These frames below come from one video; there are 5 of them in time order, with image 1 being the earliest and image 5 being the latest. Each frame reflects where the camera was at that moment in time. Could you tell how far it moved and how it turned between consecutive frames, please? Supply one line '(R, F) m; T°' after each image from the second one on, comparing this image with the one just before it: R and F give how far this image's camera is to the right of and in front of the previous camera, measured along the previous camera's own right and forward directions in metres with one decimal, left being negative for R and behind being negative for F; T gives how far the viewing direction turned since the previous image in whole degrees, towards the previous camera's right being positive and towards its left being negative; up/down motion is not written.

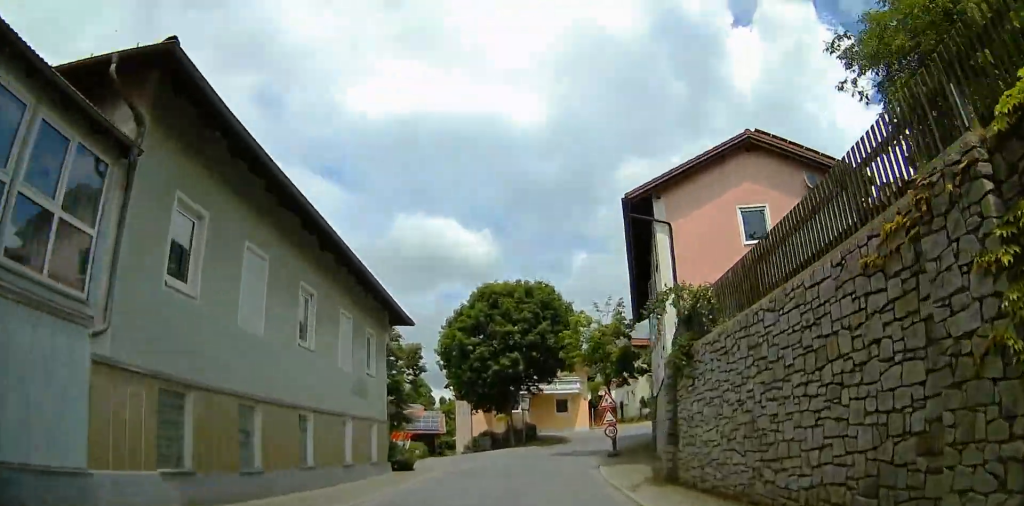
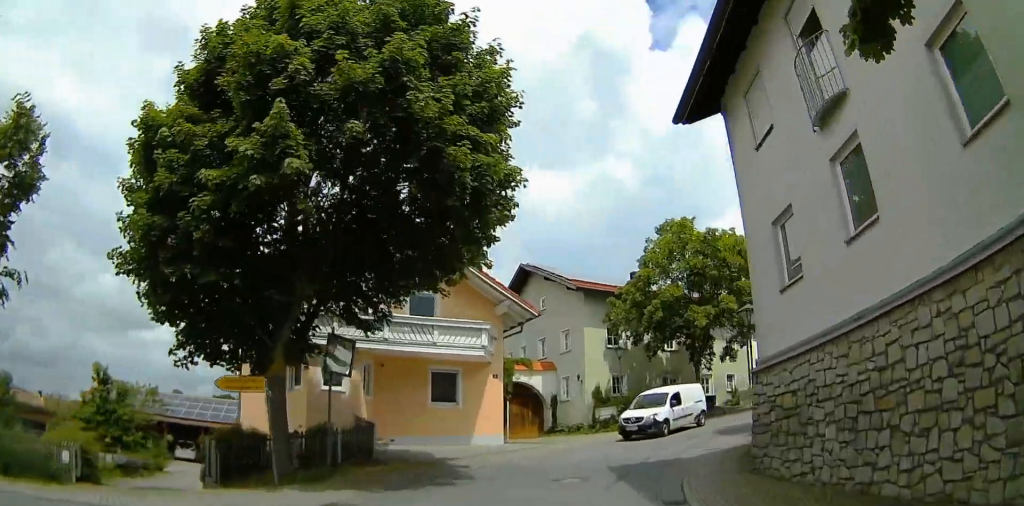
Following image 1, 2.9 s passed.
(+0.8, +29.6) m; +4°
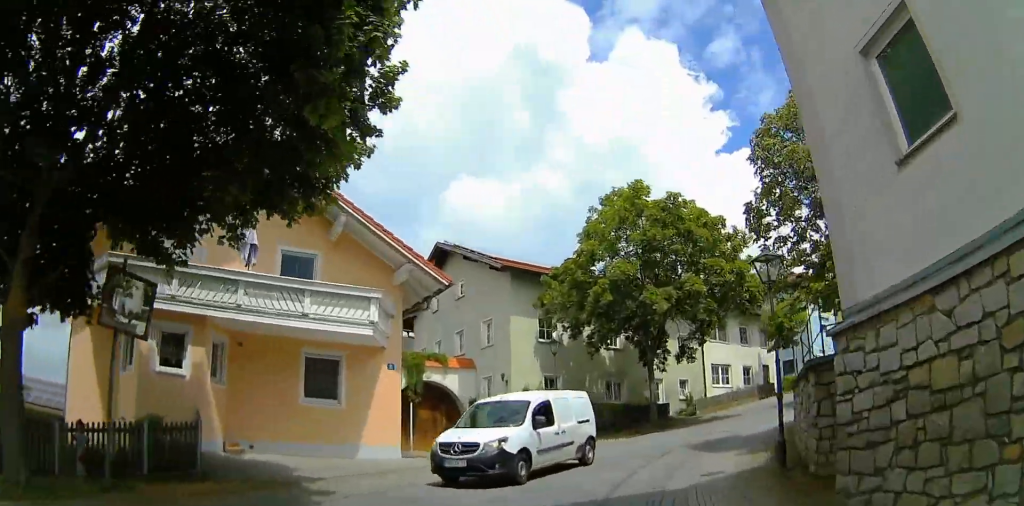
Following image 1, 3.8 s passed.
(+0.2, +6.7) m; +9°
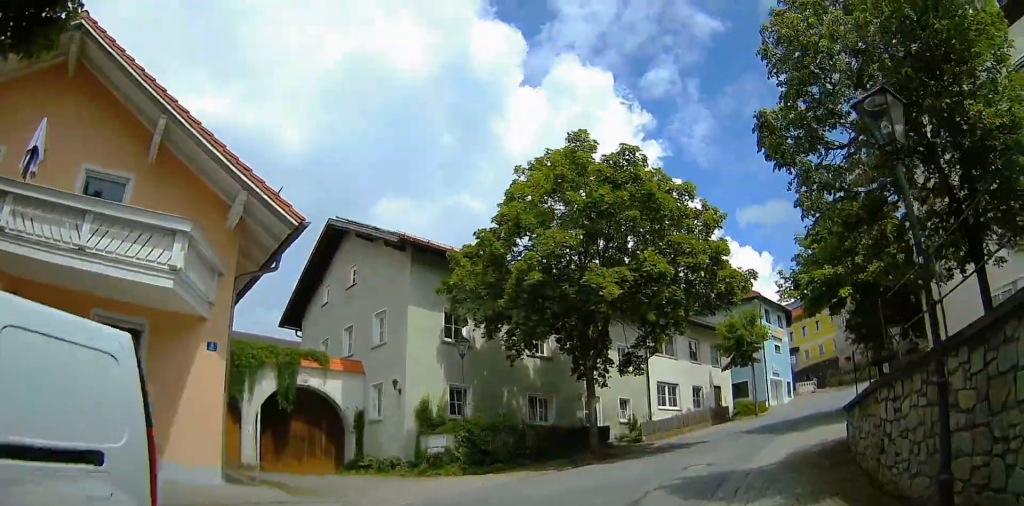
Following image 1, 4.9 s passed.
(+1.1, +7.6) m; +11°
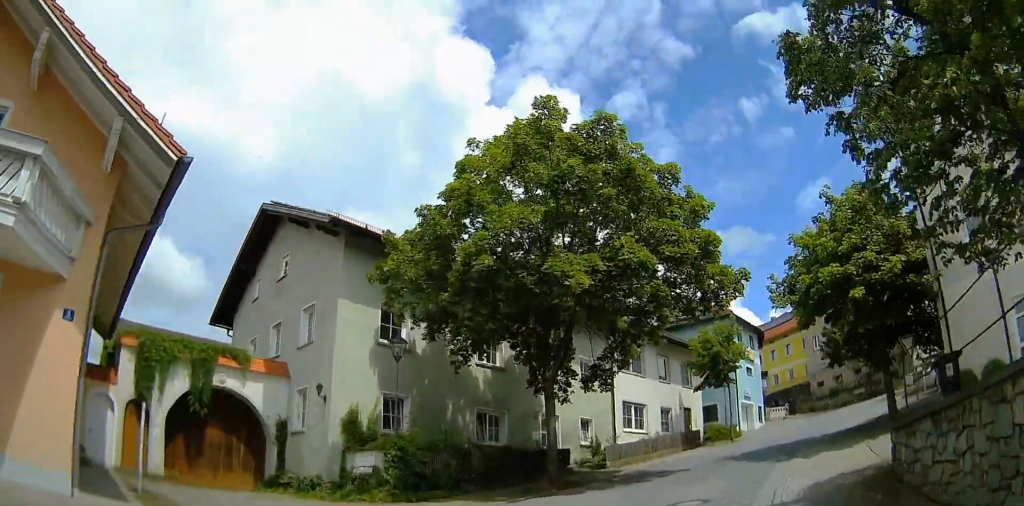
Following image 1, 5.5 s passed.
(0.0, +2.8) m; +6°
